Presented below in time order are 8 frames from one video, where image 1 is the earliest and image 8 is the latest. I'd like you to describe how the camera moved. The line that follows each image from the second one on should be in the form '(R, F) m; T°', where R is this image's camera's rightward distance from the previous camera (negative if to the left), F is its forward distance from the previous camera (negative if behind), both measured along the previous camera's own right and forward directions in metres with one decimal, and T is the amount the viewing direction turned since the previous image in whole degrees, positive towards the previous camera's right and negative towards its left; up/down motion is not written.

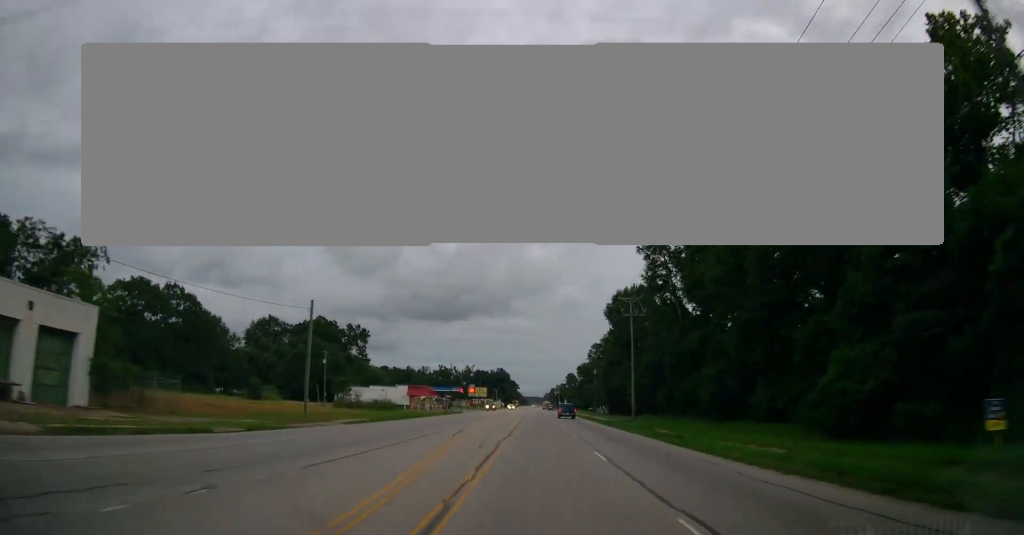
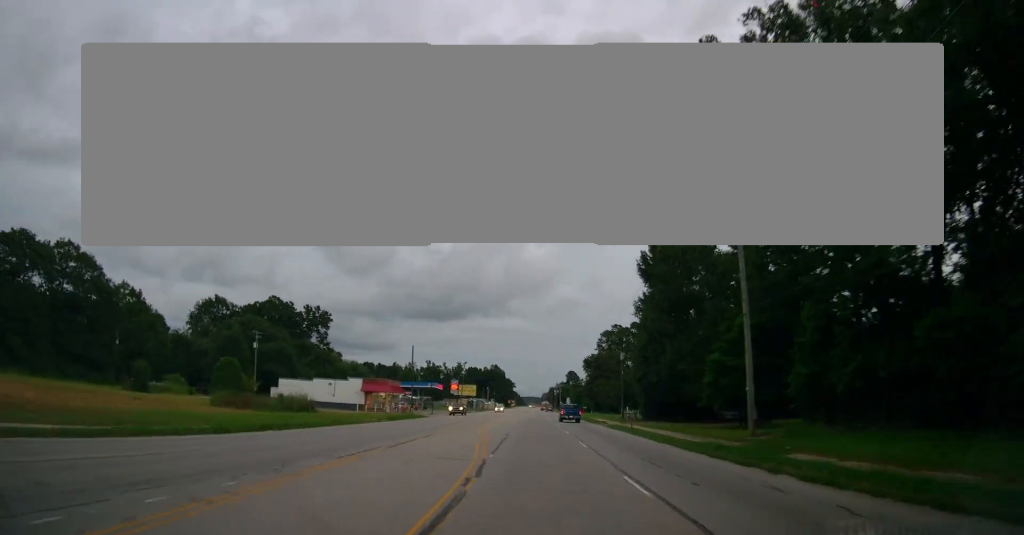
(0.0, +31.3) m; 0°
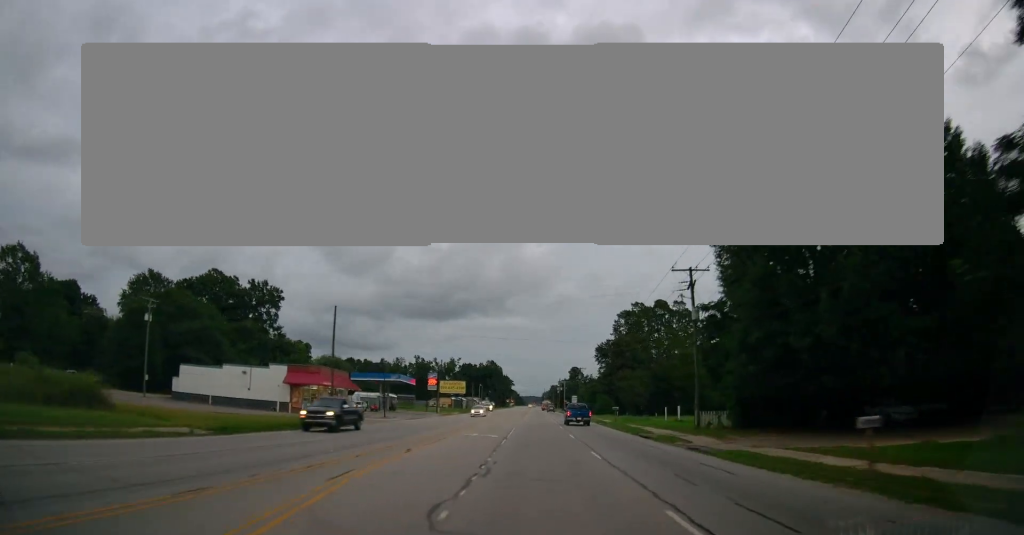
(-0.1, +29.1) m; 0°
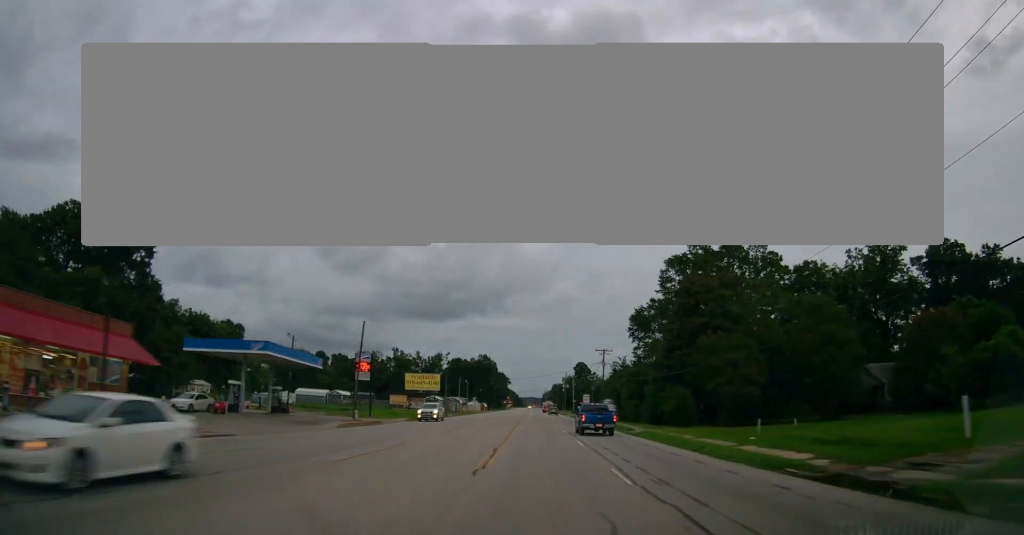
(0.0, +42.6) m; 0°
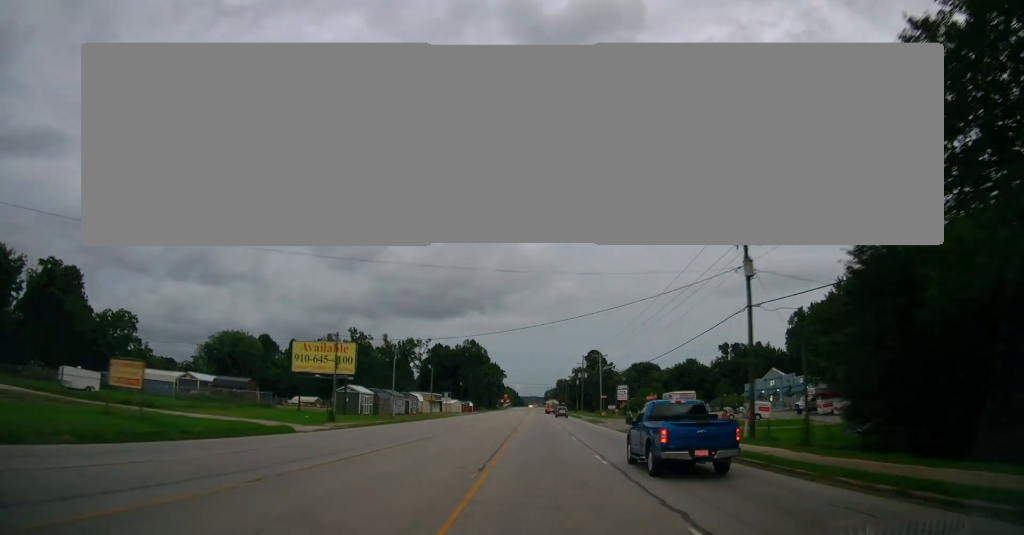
(+0.1, +55.9) m; 0°
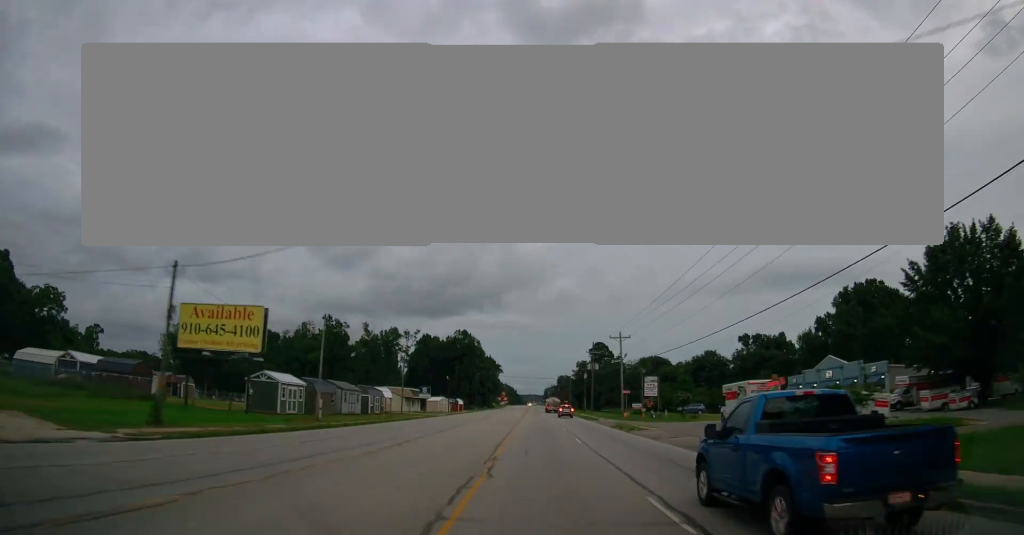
(+0.1, +21.2) m; 0°
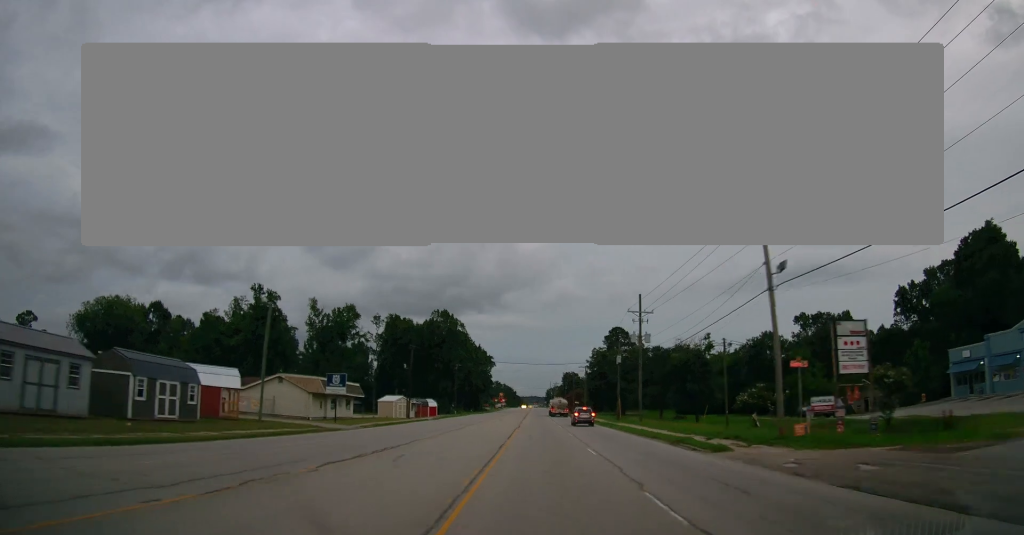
(-0.3, +41.6) m; 0°
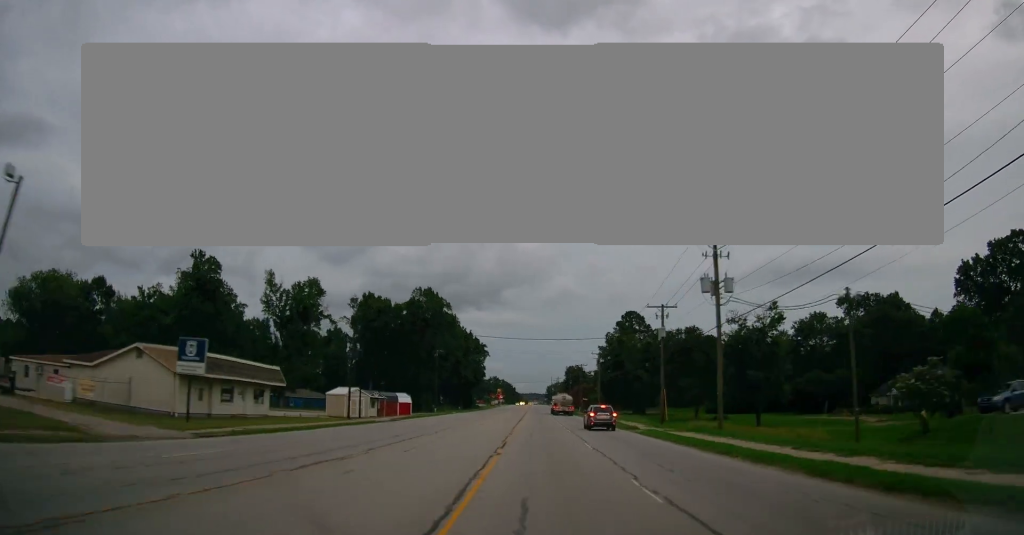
(+0.1, +22.5) m; 0°
